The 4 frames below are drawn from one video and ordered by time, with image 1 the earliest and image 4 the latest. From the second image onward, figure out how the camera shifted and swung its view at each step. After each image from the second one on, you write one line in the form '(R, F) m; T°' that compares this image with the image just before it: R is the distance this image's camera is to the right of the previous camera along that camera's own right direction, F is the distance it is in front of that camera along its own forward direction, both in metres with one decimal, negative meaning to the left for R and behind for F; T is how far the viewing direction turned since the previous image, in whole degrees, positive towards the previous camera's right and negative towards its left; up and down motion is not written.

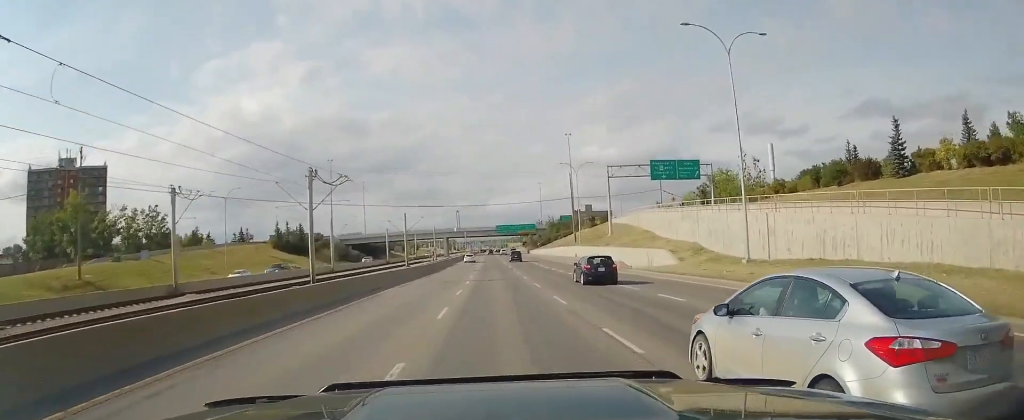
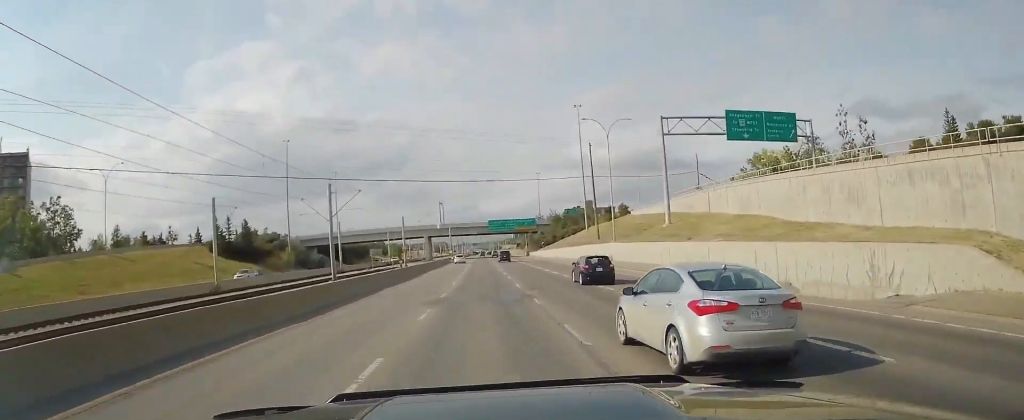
(+0.1, +35.3) m; 0°
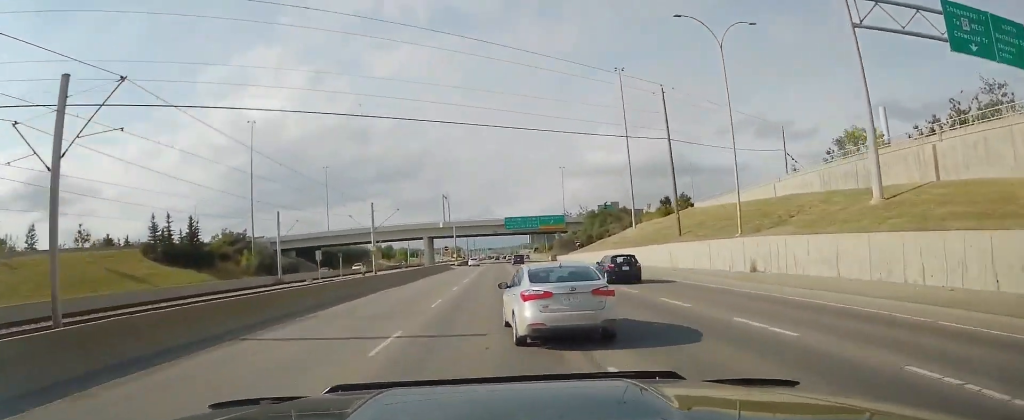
(+0.1, +33.5) m; 0°
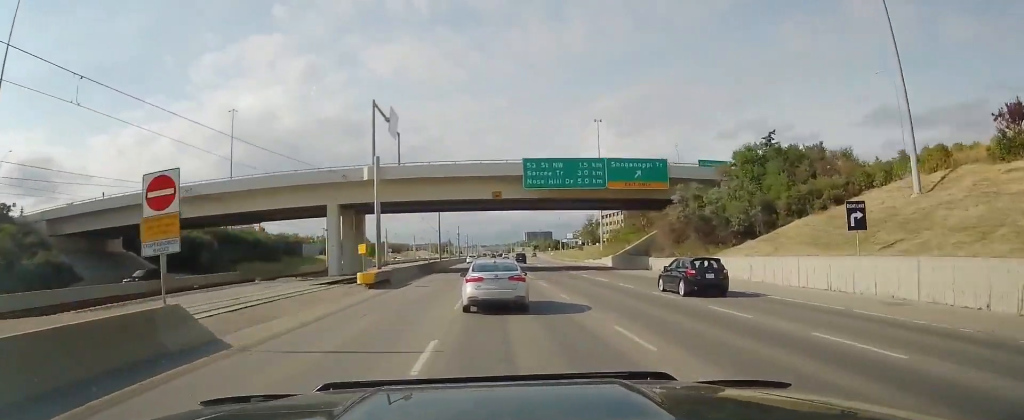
(-1.2, +72.8) m; -1°
